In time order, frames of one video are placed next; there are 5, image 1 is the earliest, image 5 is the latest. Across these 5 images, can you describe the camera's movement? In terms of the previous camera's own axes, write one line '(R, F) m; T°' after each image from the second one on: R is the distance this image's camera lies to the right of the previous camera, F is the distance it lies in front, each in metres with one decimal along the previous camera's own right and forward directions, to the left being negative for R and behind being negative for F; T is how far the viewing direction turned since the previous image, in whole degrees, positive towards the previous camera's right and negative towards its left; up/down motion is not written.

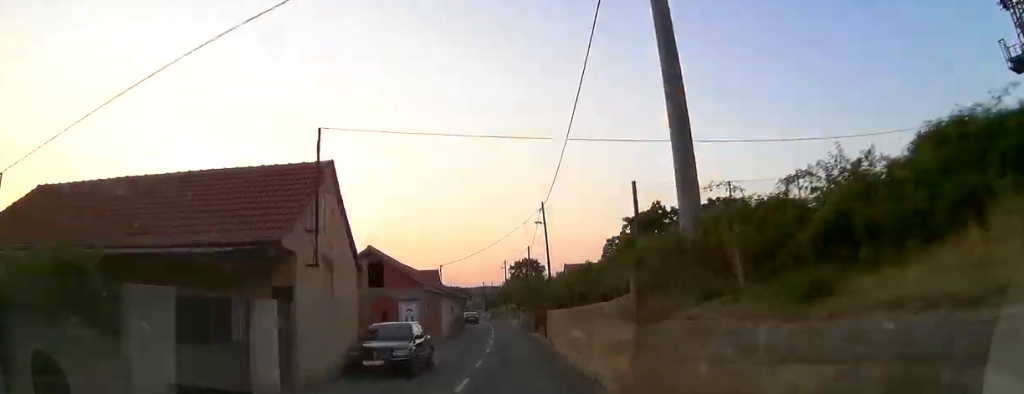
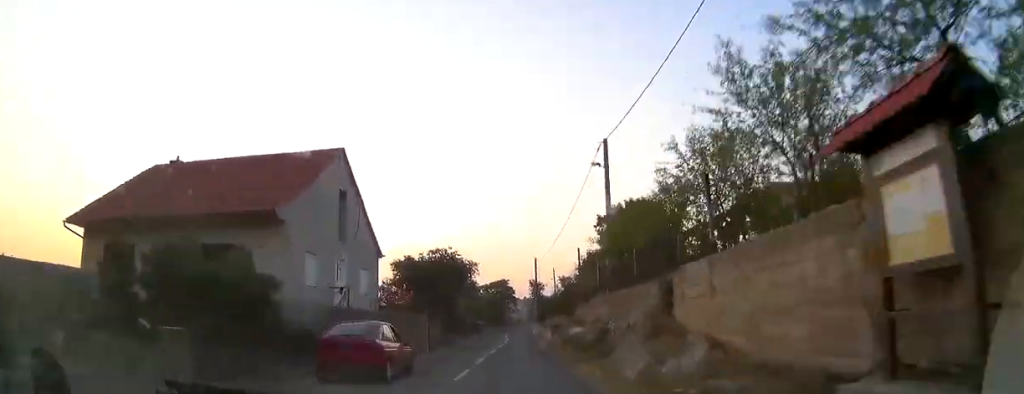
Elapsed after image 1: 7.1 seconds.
(-2.6, +74.3) m; -5°
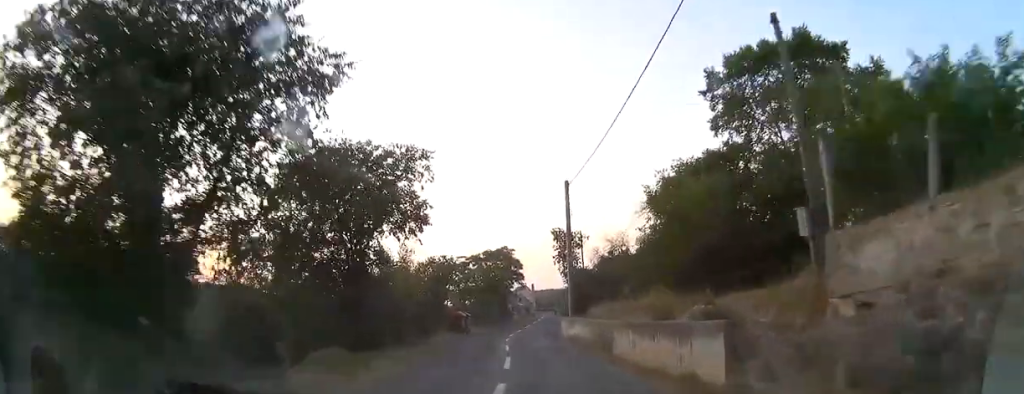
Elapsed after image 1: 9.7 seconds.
(-0.3, +29.9) m; 0°
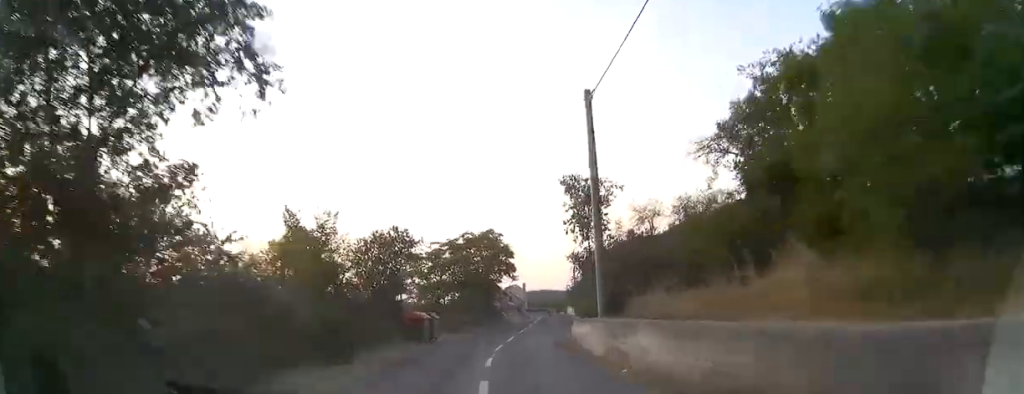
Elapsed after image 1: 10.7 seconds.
(-0.3, +11.9) m; +1°
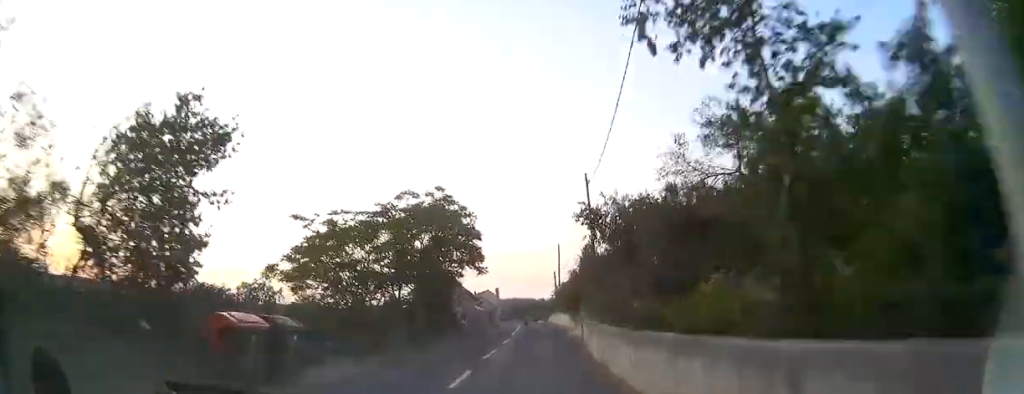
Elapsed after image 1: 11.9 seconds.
(+0.5, +14.4) m; +1°
